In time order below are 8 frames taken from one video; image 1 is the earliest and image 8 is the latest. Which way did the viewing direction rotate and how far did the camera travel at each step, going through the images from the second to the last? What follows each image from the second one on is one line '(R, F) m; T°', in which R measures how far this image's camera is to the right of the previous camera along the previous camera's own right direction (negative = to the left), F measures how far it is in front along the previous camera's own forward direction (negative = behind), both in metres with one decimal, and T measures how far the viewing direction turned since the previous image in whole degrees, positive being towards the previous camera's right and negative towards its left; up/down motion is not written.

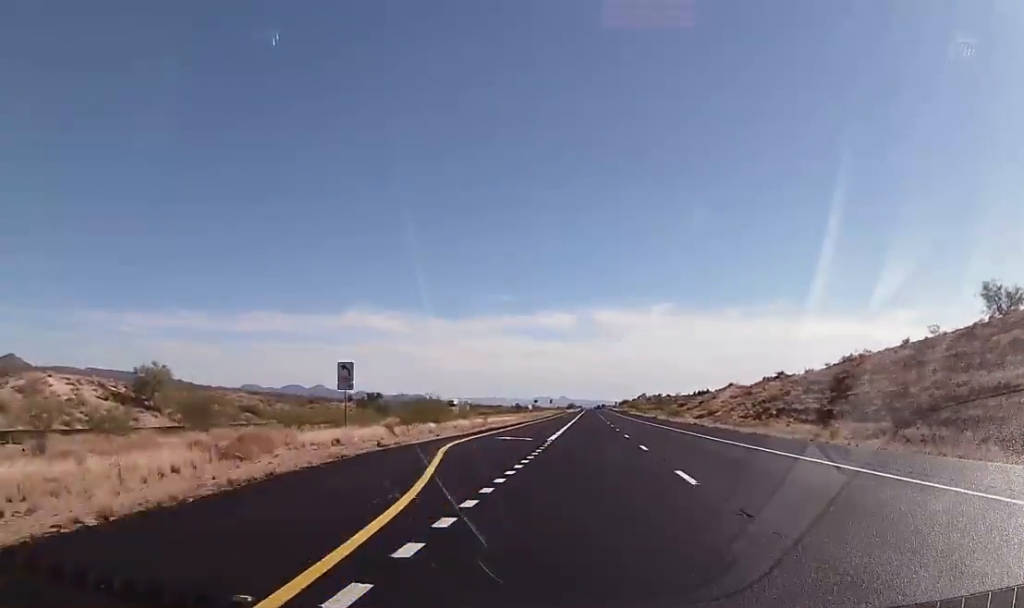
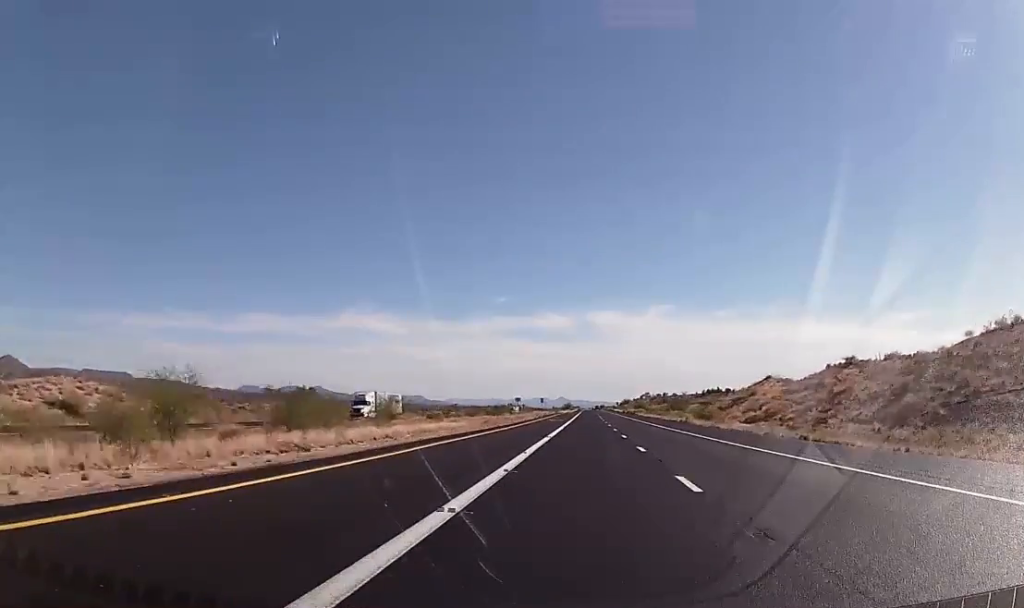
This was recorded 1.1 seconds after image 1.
(+0.1, +41.3) m; 0°
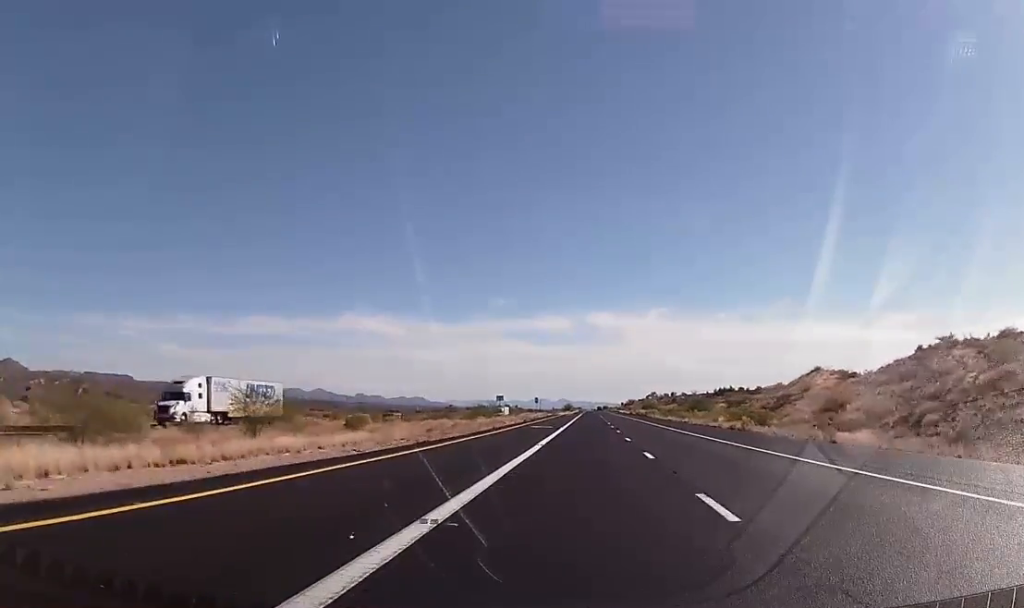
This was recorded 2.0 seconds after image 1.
(0.0, +29.3) m; 0°
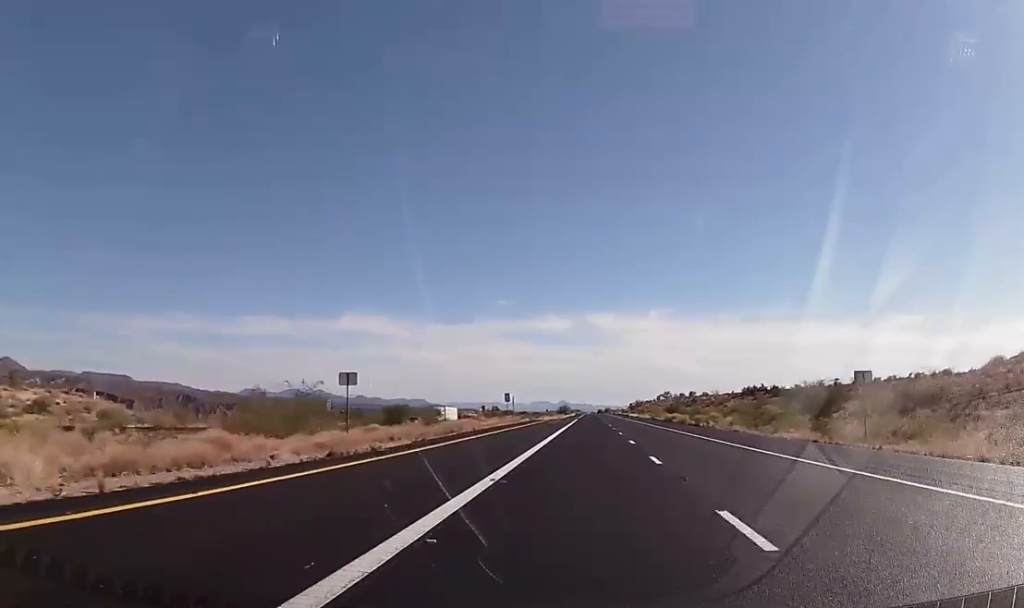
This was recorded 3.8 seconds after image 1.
(0.0, +64.1) m; 0°
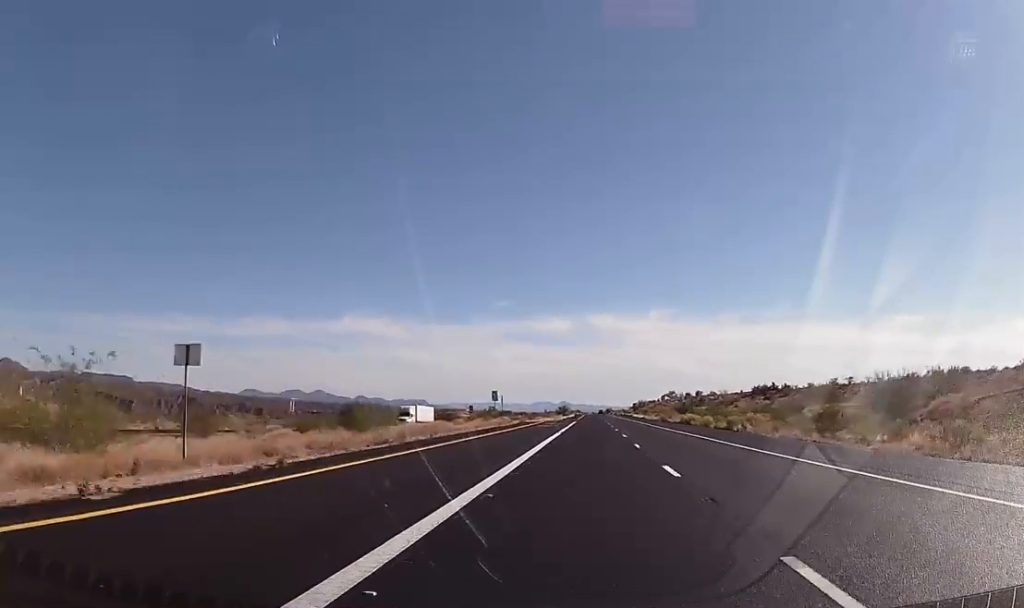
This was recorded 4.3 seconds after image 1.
(0.0, +15.8) m; 0°
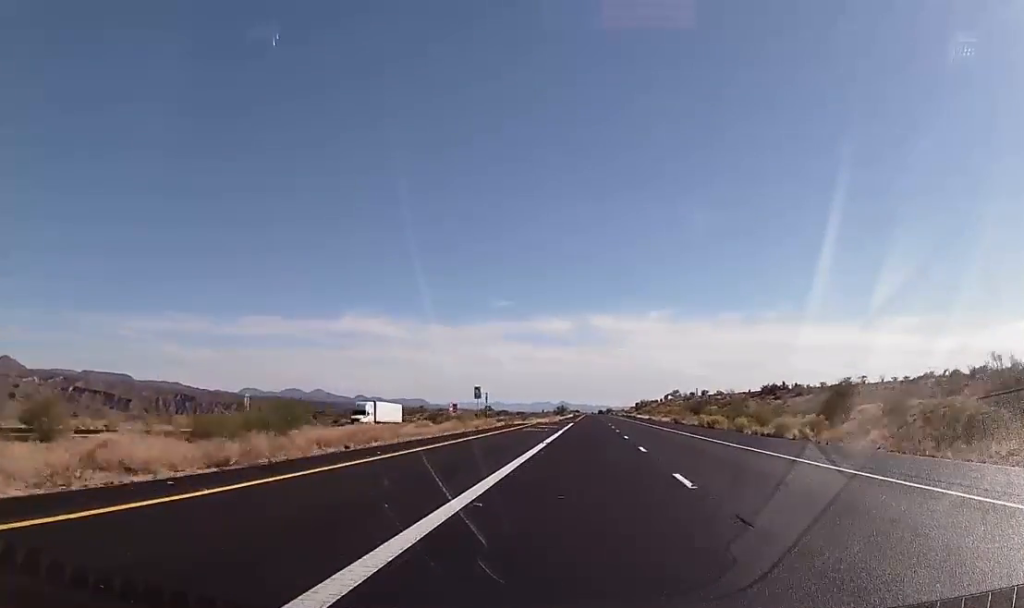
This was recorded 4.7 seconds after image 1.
(0.0, +14.6) m; 0°
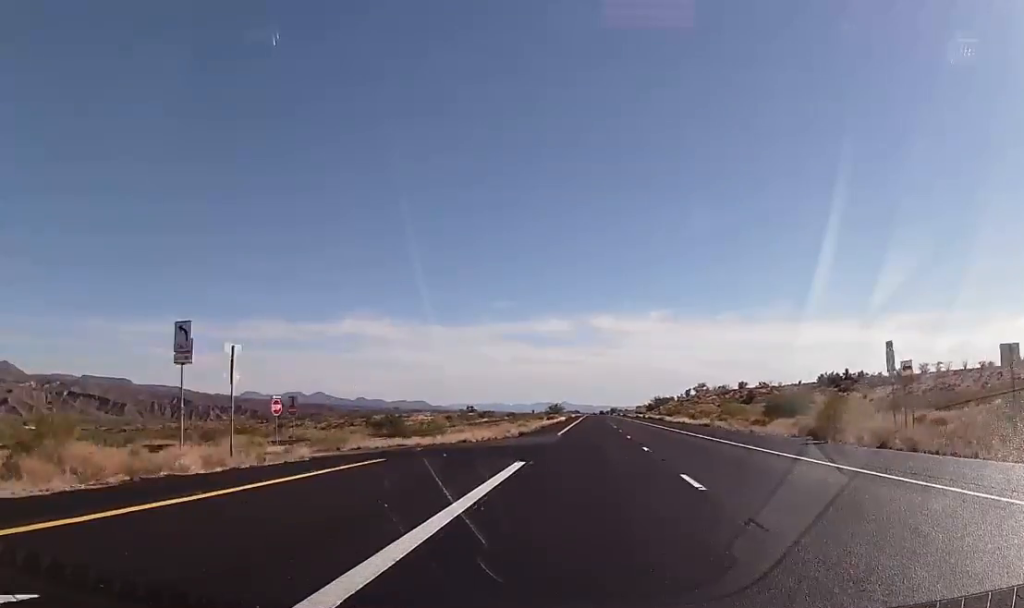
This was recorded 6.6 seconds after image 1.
(+0.3, +60.8) m; 0°
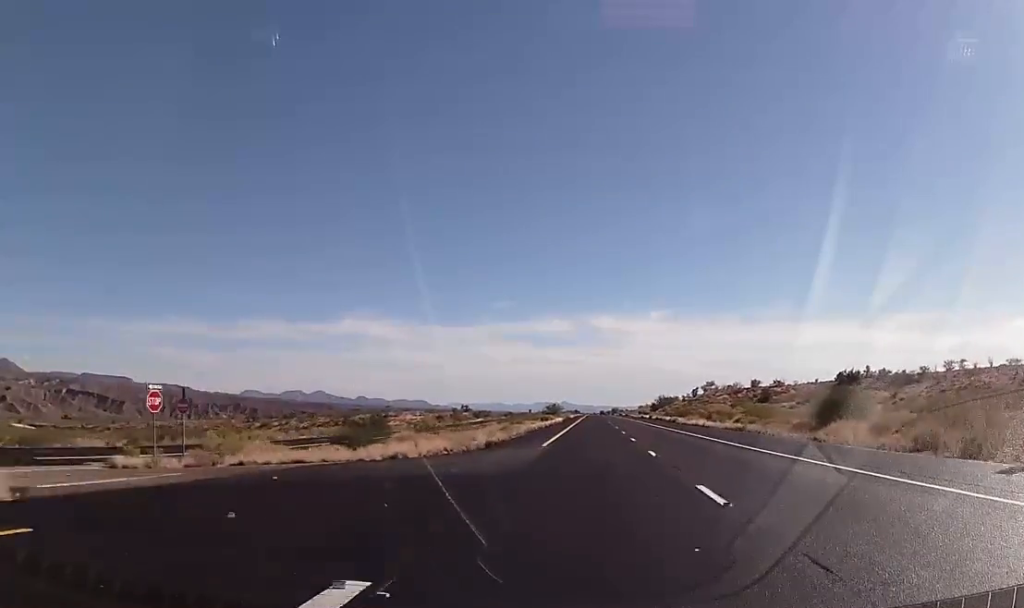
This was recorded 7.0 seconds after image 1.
(-0.2, +14.1) m; 0°
